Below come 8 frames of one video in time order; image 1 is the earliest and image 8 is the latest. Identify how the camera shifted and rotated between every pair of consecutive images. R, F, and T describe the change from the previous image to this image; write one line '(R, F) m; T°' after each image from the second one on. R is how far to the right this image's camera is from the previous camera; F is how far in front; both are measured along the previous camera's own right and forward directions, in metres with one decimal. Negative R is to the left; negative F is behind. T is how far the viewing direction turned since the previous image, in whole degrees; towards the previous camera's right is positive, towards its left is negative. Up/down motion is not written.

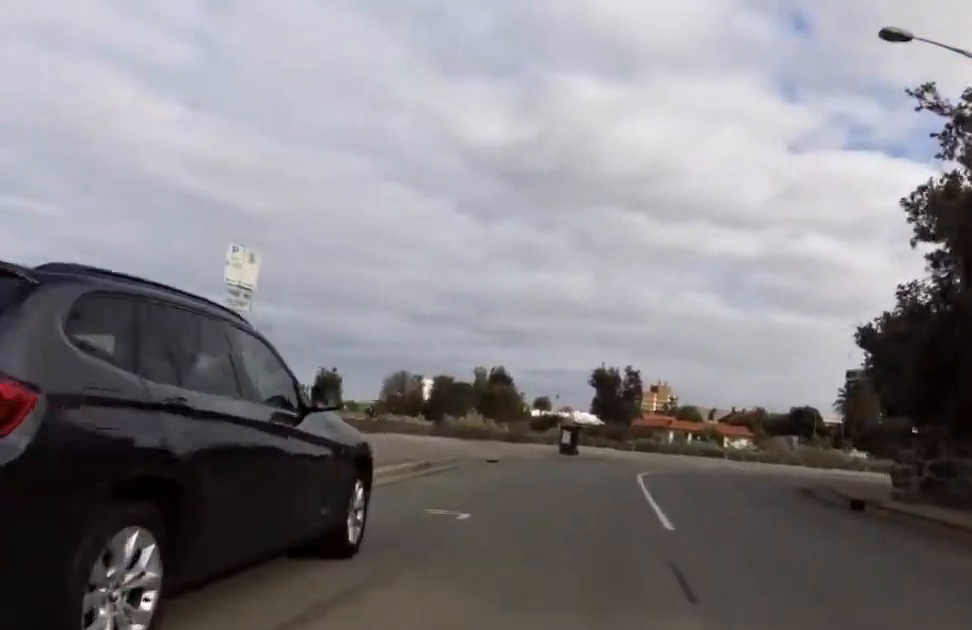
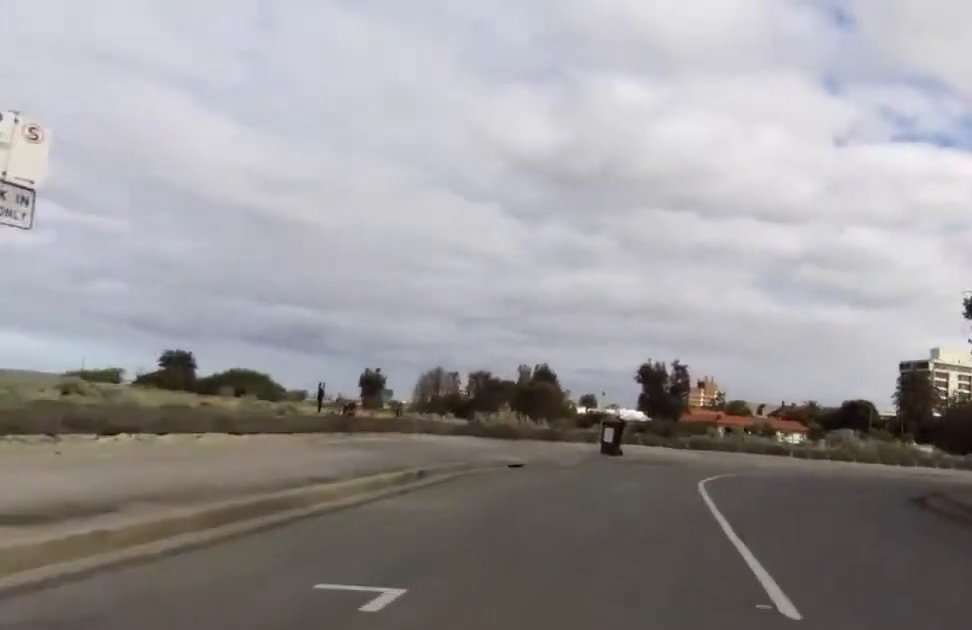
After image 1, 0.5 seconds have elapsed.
(+0.2, +3.9) m; +2°
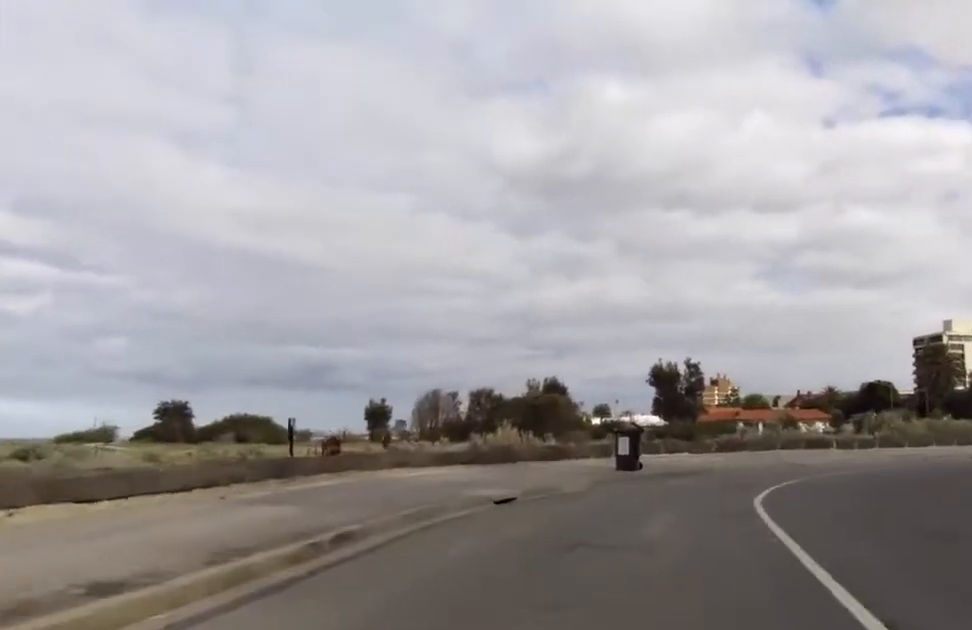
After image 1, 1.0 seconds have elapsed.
(+0.5, +3.8) m; +1°
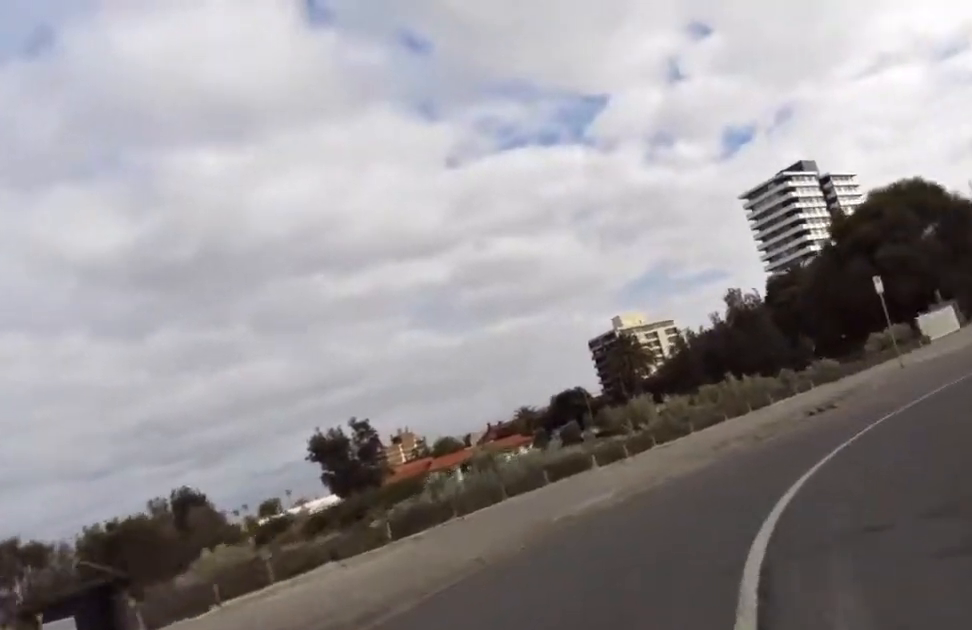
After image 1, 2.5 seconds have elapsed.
(0.0, +11.3) m; +12°
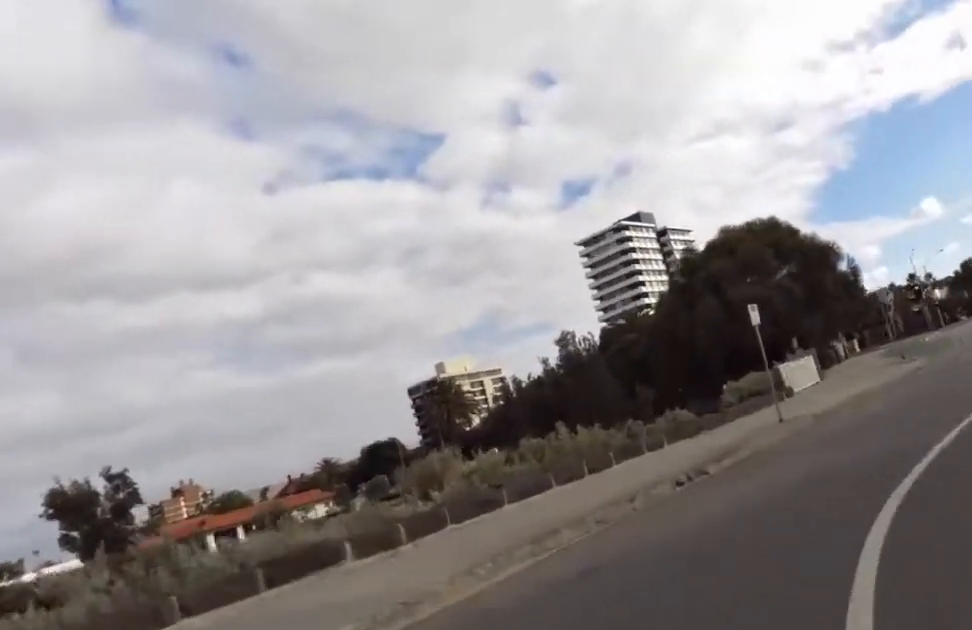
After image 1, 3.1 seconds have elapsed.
(+0.3, +5.0) m; +17°
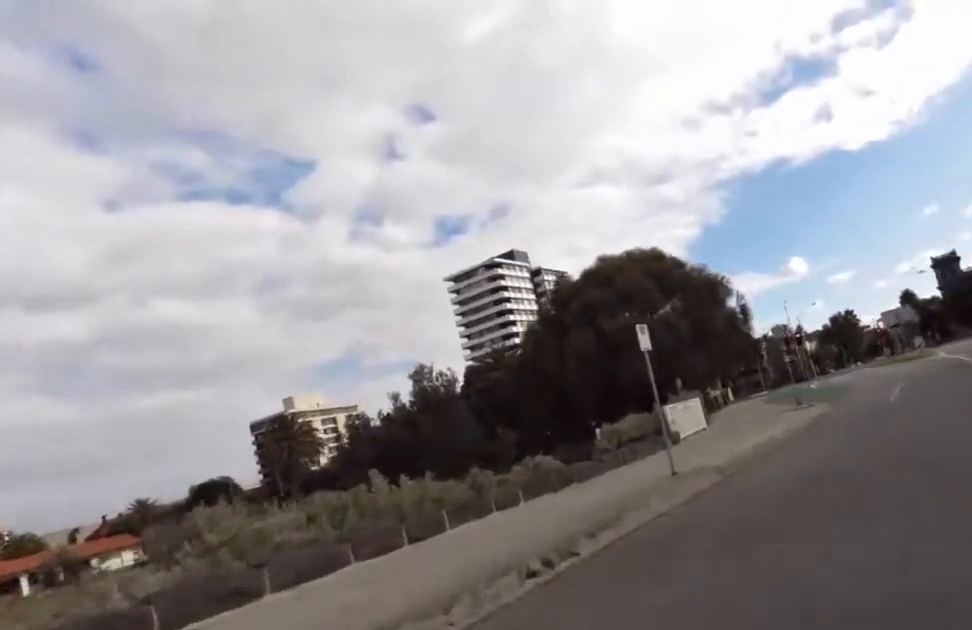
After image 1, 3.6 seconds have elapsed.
(+0.8, +3.6) m; +10°
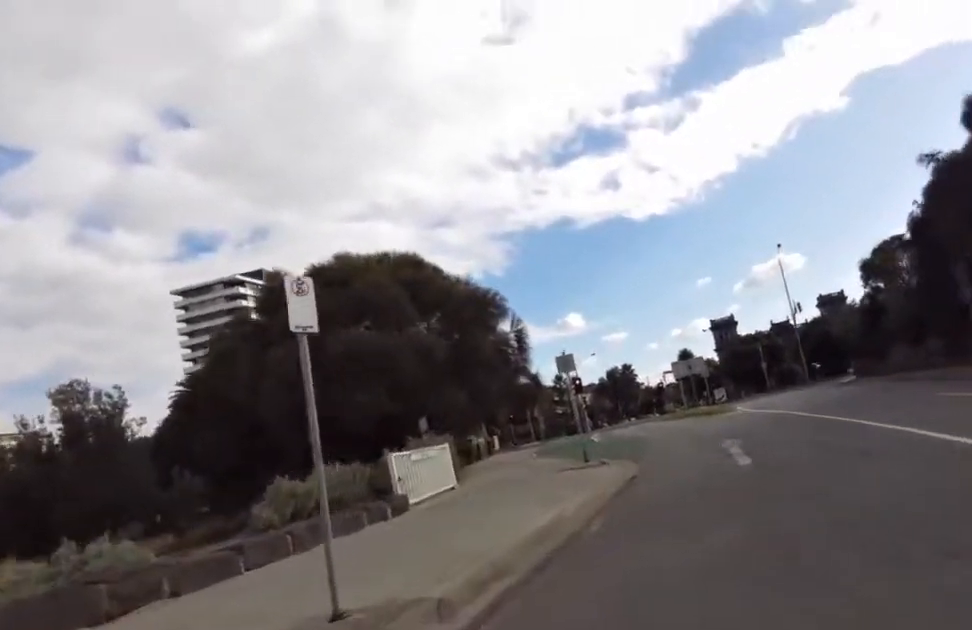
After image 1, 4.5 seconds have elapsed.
(+1.2, +6.3) m; +14°
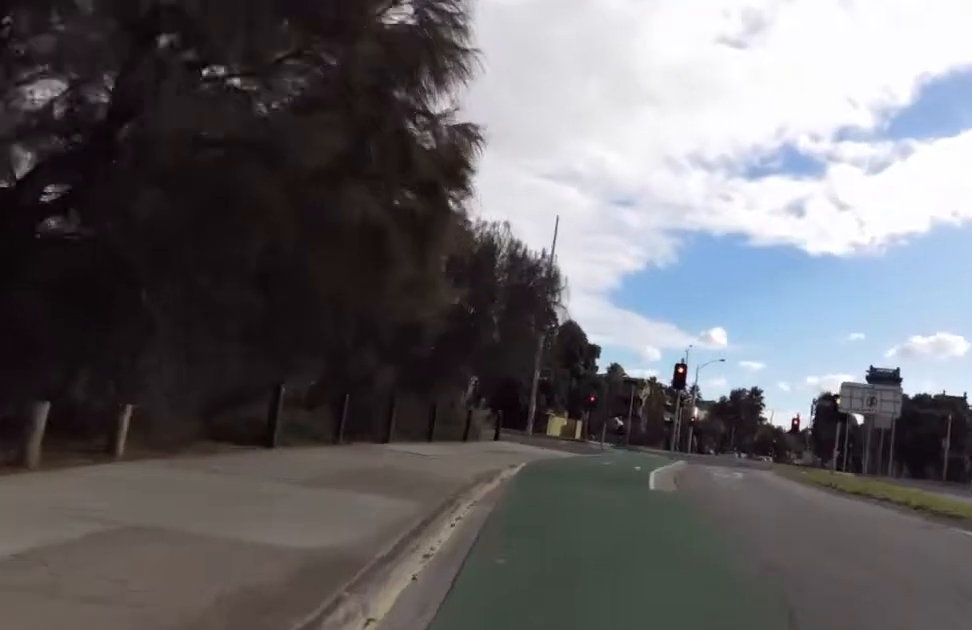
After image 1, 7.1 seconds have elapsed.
(+1.6, +18.9) m; -1°
